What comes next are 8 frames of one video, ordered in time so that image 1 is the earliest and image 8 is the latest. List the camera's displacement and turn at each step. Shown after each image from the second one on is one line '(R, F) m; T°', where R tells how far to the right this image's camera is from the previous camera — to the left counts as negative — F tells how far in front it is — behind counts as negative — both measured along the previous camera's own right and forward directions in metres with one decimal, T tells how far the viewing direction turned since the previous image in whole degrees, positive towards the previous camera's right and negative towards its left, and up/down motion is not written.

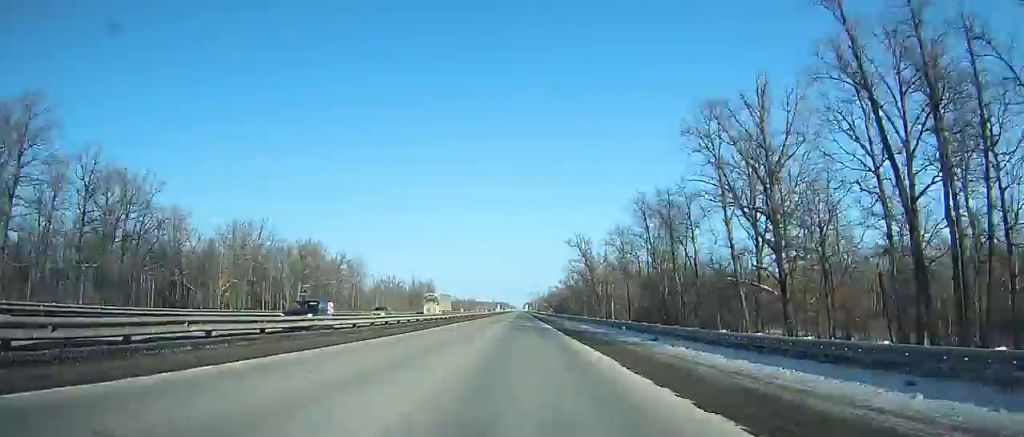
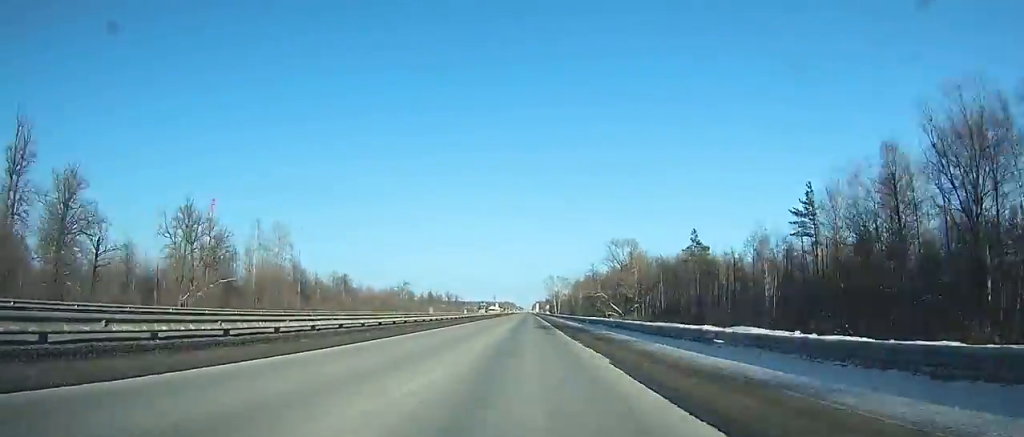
(-1.5, +217.4) m; -1°
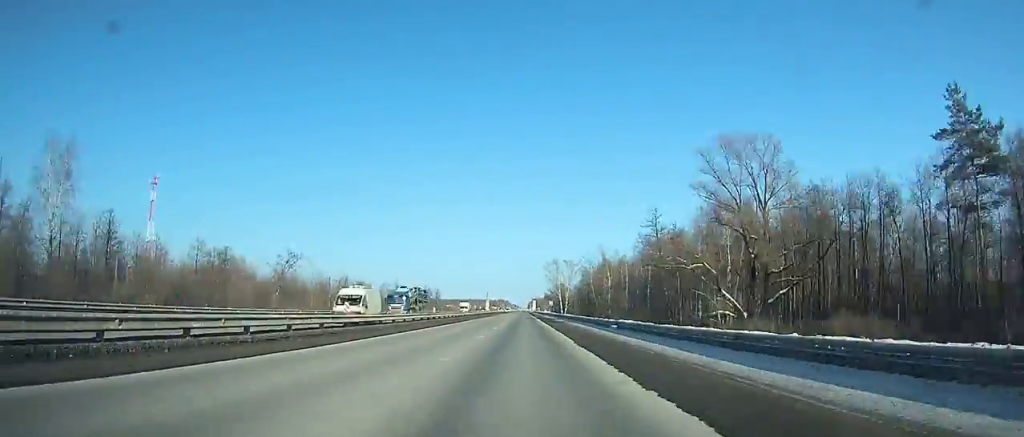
(0.0, +66.5) m; 0°
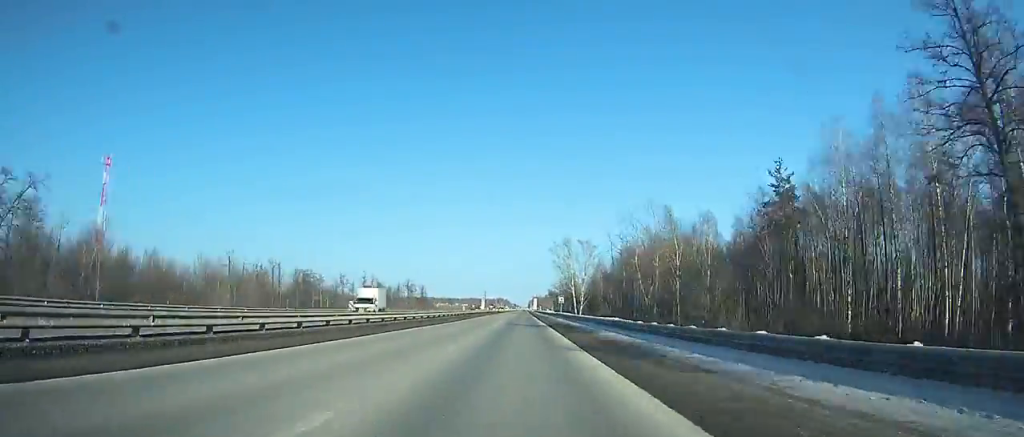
(-0.1, +46.4) m; 0°
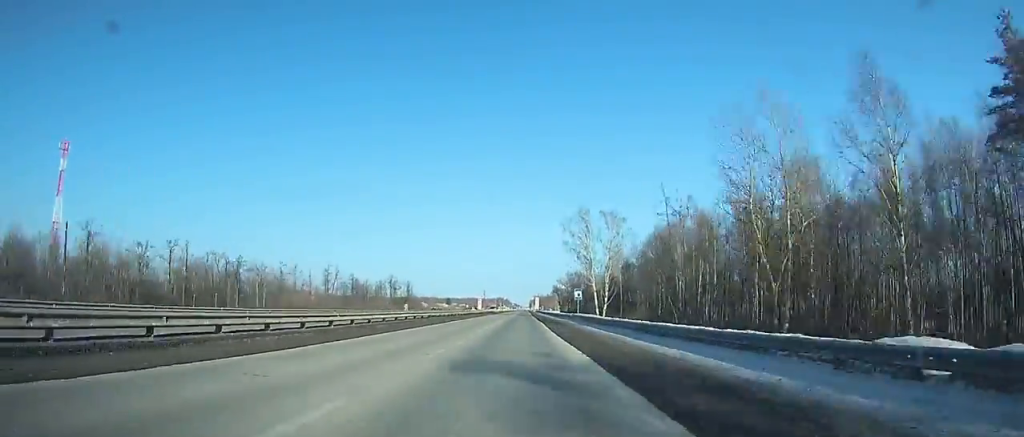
(0.0, +35.2) m; 0°
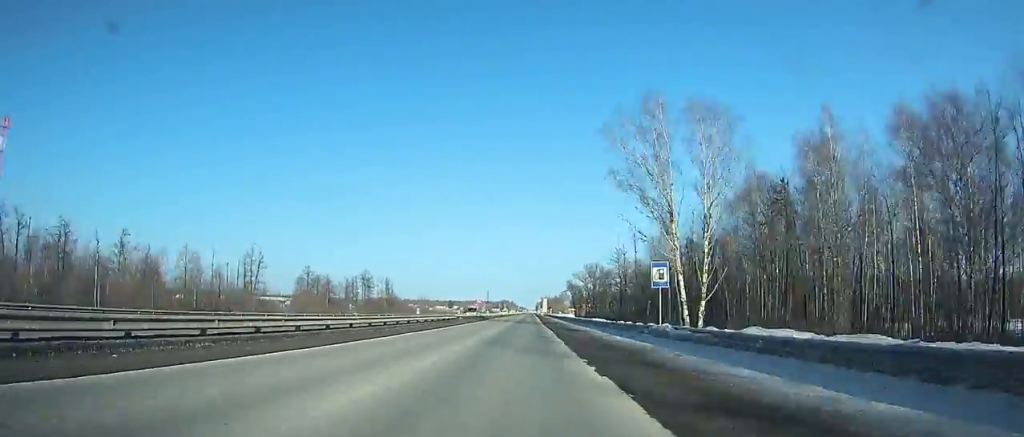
(0.0, +45.6) m; 0°
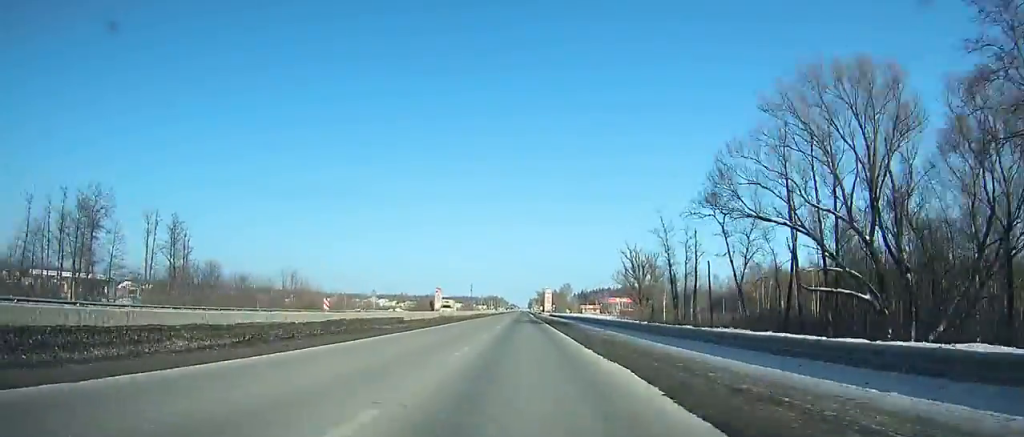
(+0.2, +121.0) m; 0°
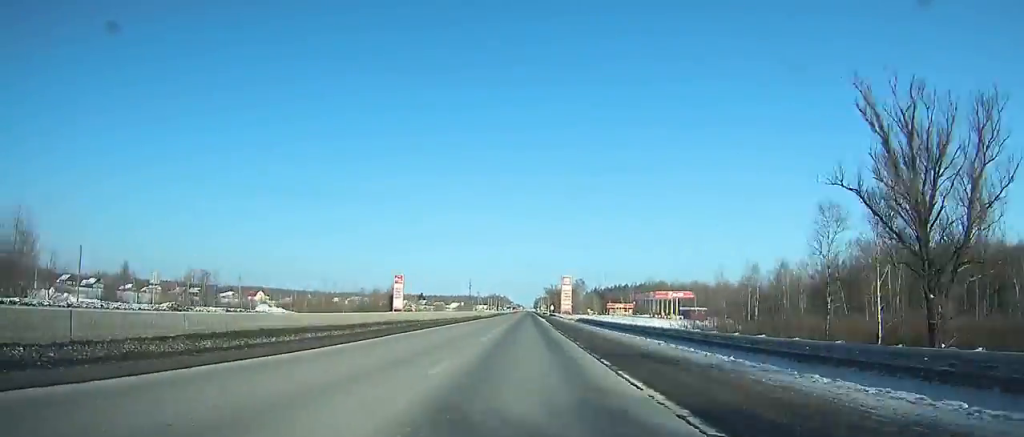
(0.0, +64.1) m; 0°
